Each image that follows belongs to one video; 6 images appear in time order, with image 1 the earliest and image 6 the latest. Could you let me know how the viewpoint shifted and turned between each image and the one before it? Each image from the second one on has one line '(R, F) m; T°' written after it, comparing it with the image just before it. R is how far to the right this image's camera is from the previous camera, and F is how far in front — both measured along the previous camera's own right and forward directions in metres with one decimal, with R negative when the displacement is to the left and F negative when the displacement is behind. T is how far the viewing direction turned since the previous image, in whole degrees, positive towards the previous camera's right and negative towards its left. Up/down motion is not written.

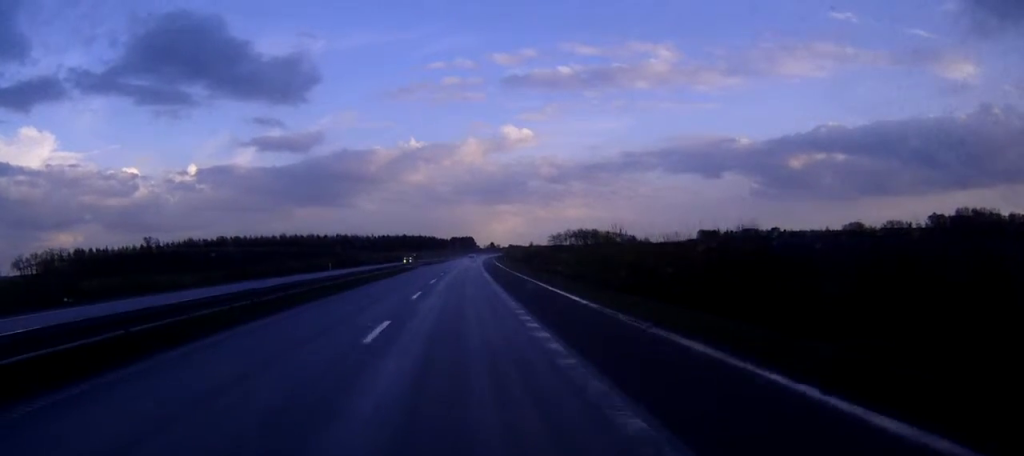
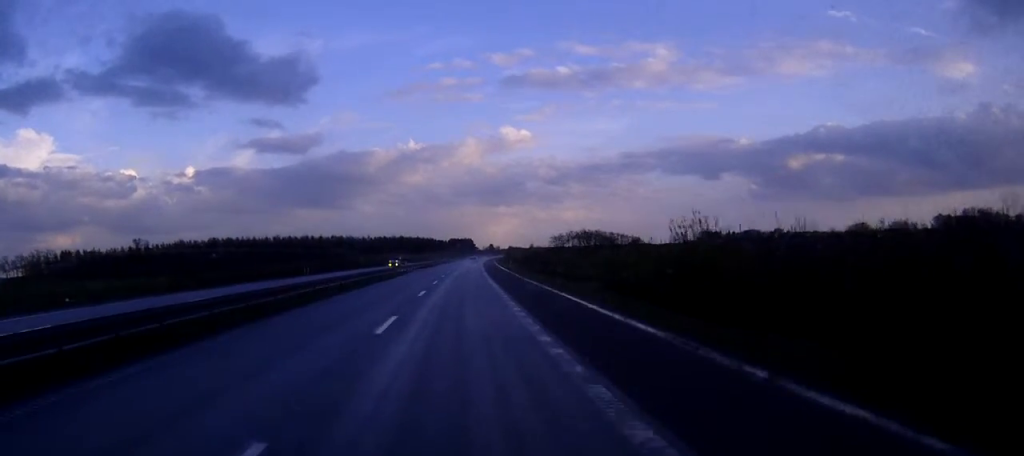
(0.0, +13.0) m; 0°
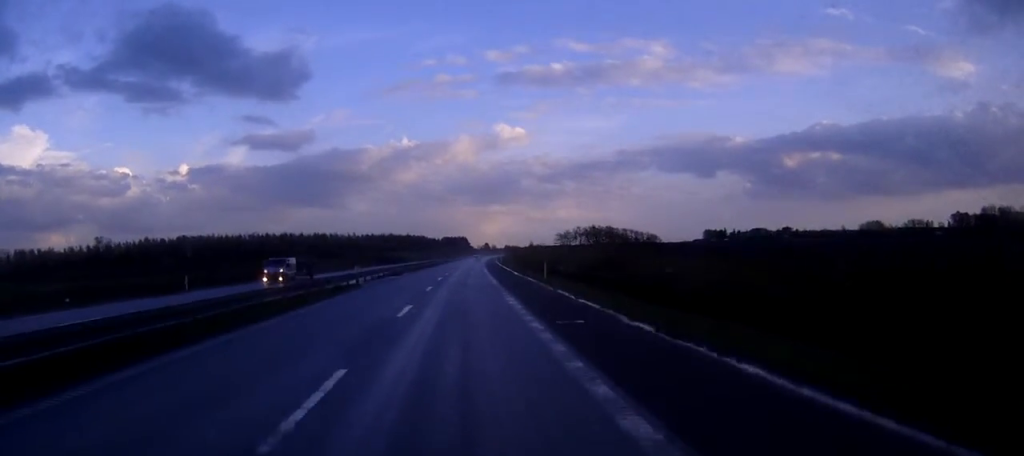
(+0.3, +39.9) m; +1°
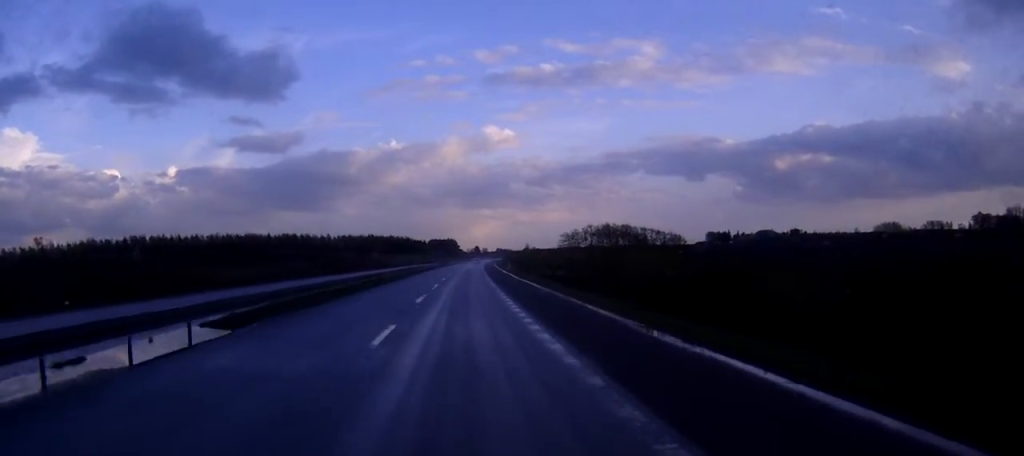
(+0.4, +51.1) m; +1°
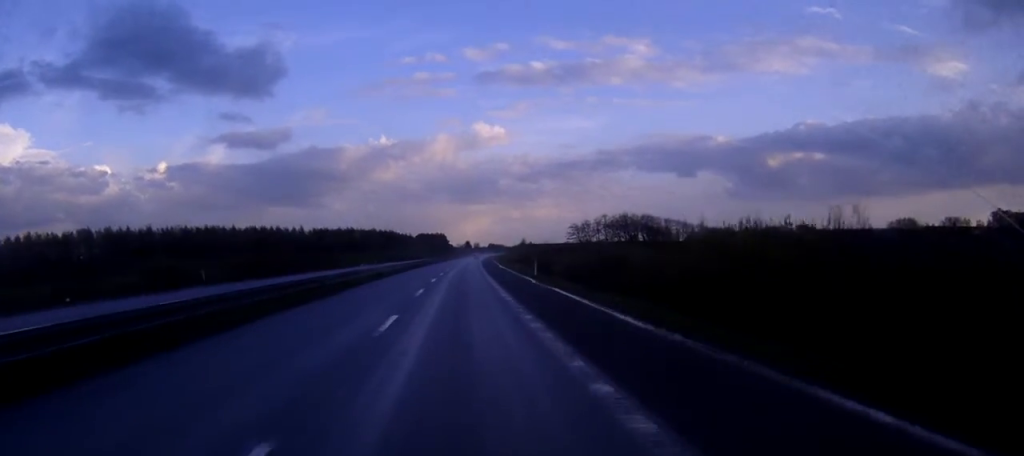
(+0.2, +43.4) m; +1°
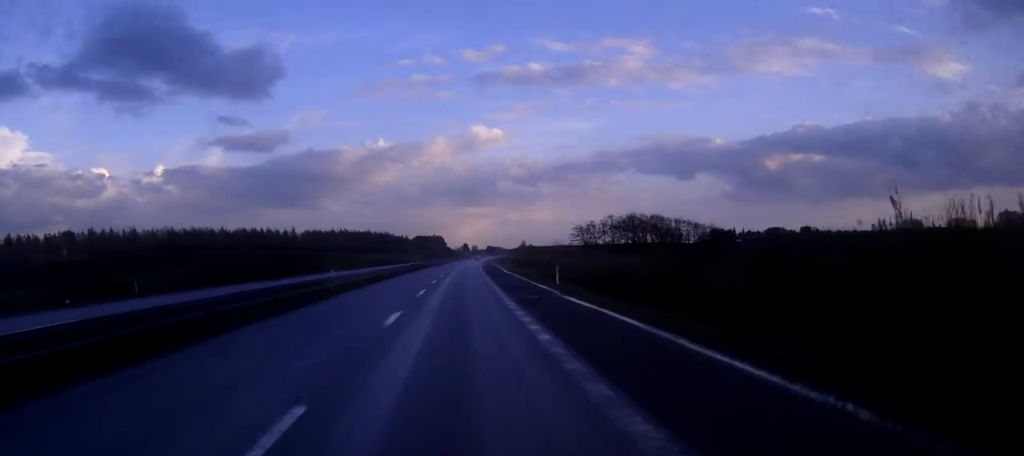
(0.0, +13.0) m; 0°
